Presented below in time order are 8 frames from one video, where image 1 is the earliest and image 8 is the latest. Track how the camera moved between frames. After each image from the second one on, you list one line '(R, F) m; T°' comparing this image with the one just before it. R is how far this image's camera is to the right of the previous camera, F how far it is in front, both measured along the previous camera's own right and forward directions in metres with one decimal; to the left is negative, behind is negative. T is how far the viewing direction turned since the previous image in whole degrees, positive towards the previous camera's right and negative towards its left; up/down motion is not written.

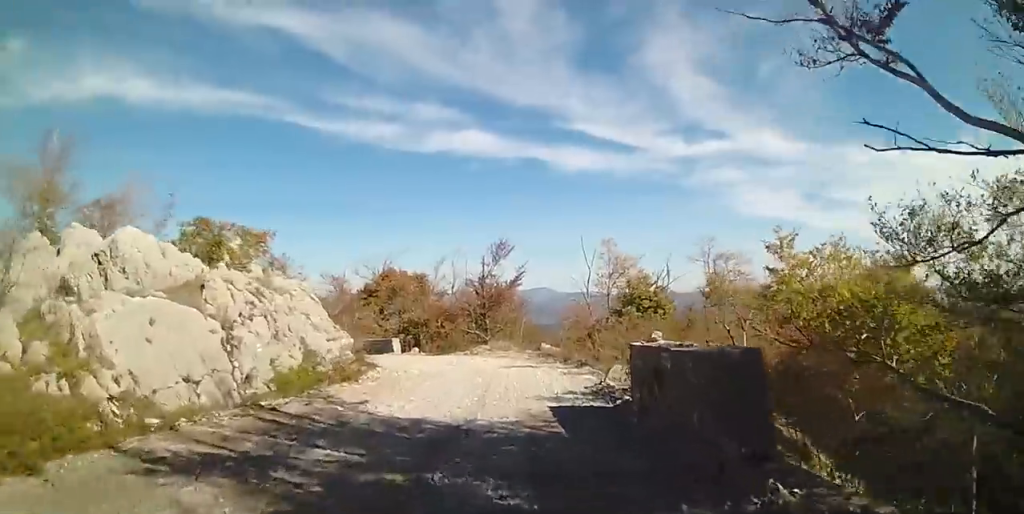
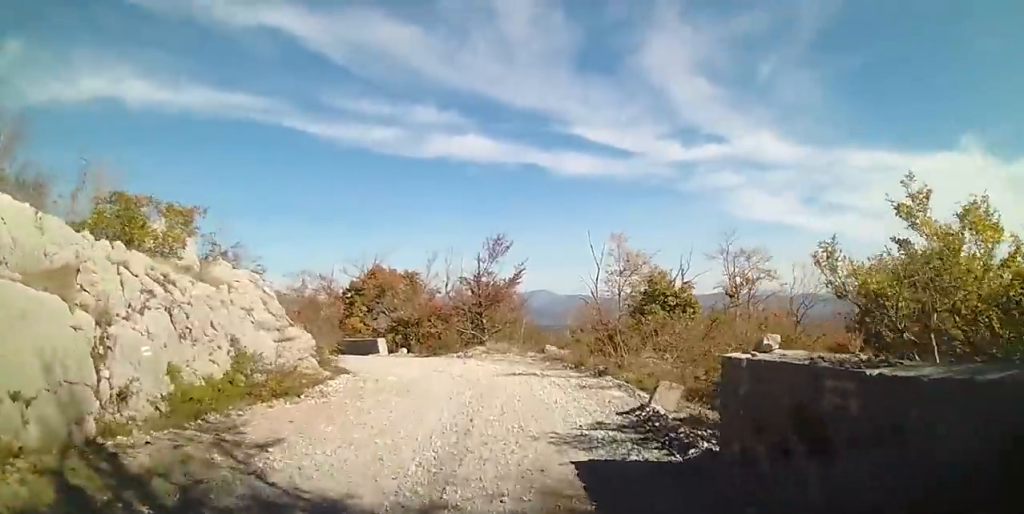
(+0.2, +3.7) m; -3°
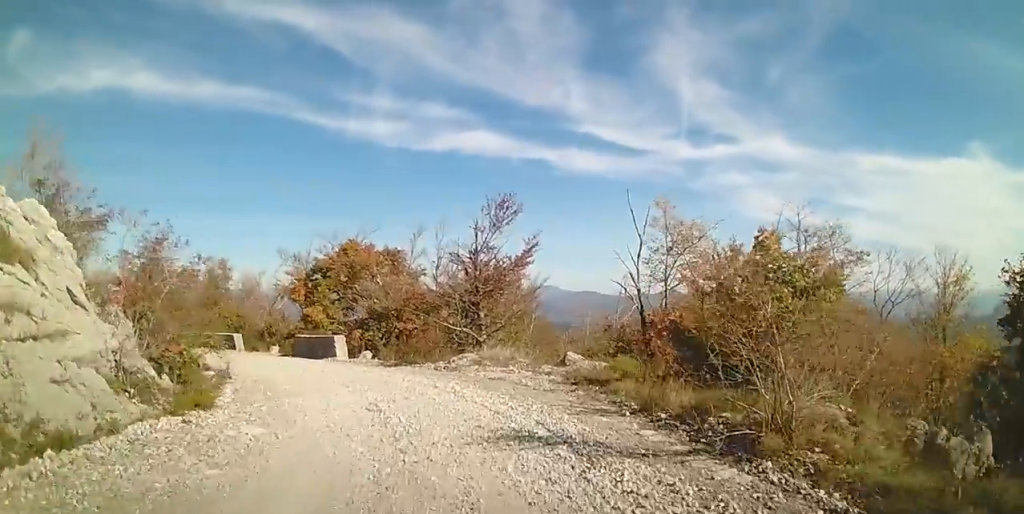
(-0.8, +8.3) m; -5°
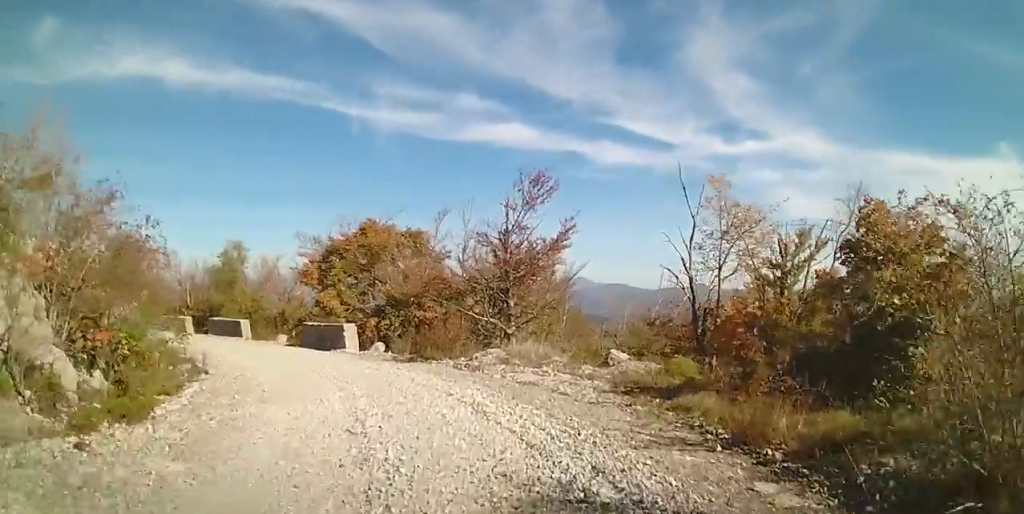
(+0.1, +2.6) m; -2°
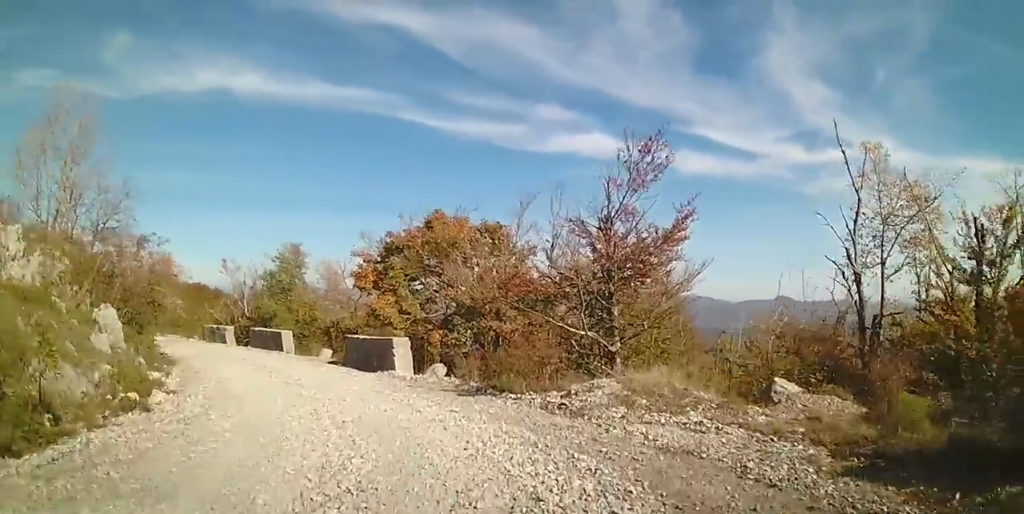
(+0.3, +4.9) m; -7°
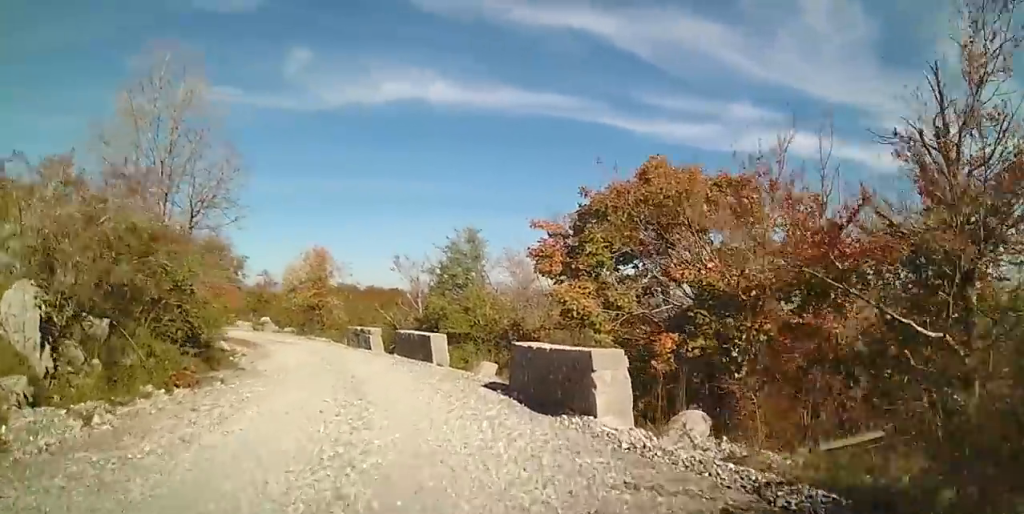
(-1.9, +7.7) m; -23°
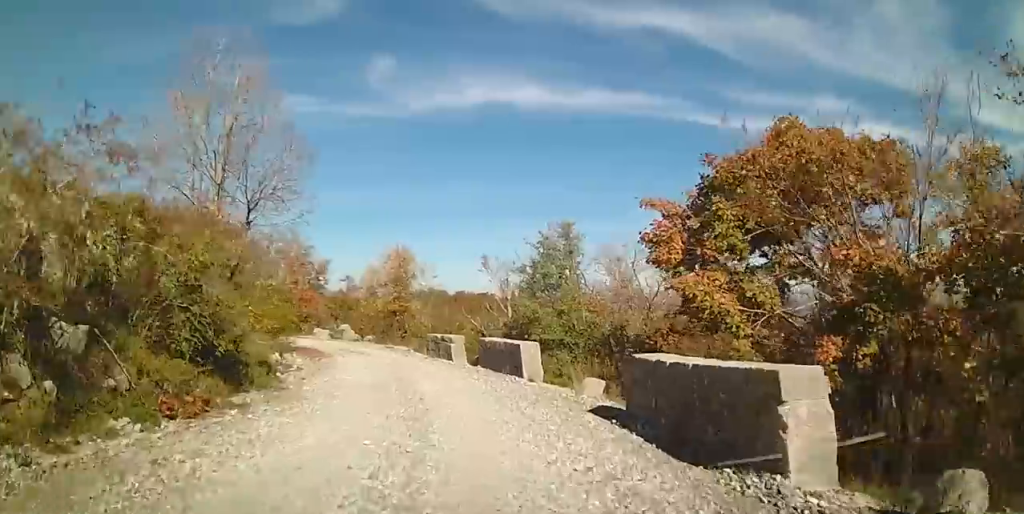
(0.0, +2.9) m; -7°
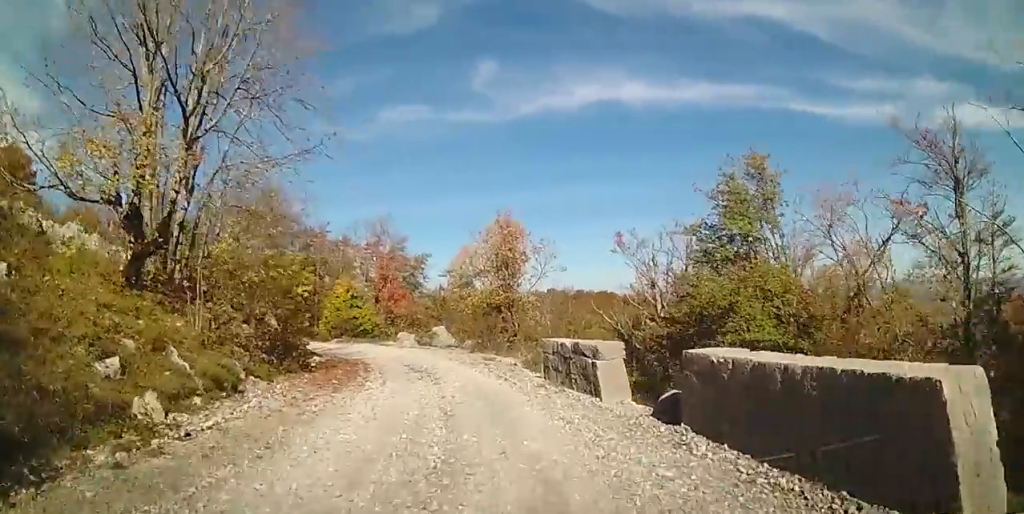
(-1.6, +11.0) m; -13°
